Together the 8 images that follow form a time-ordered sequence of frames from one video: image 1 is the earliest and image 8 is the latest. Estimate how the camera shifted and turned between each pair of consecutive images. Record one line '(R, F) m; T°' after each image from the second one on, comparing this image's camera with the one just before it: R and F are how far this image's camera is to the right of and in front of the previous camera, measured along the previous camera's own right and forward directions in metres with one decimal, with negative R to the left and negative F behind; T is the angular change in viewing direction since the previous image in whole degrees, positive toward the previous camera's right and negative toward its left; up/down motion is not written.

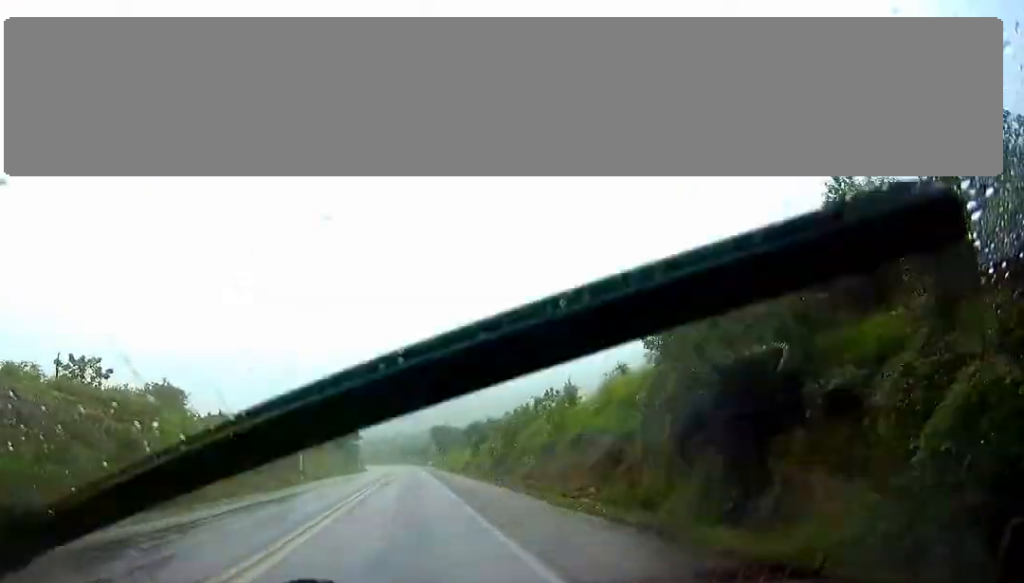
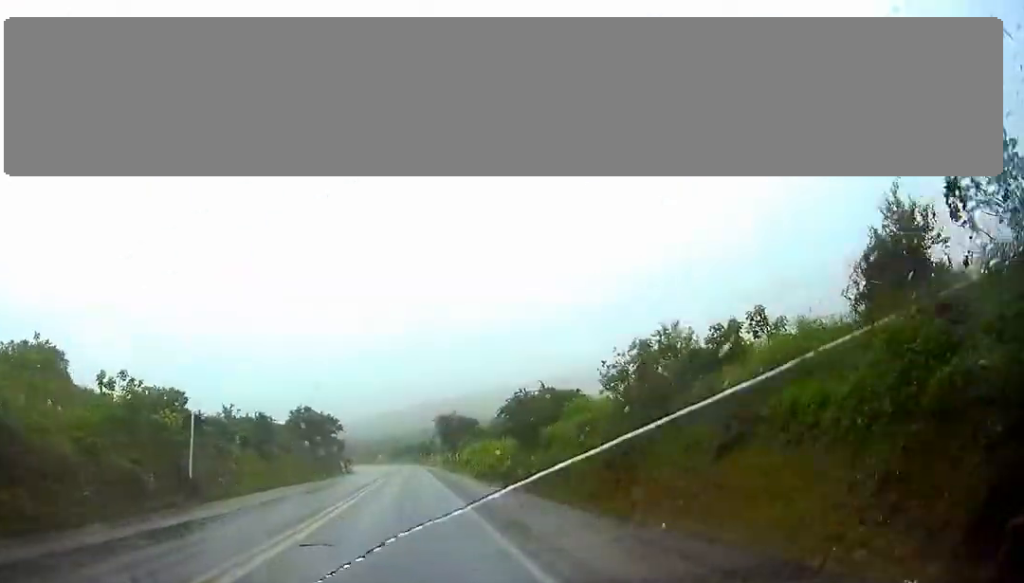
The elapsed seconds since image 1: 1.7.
(-0.2, +34.4) m; -1°
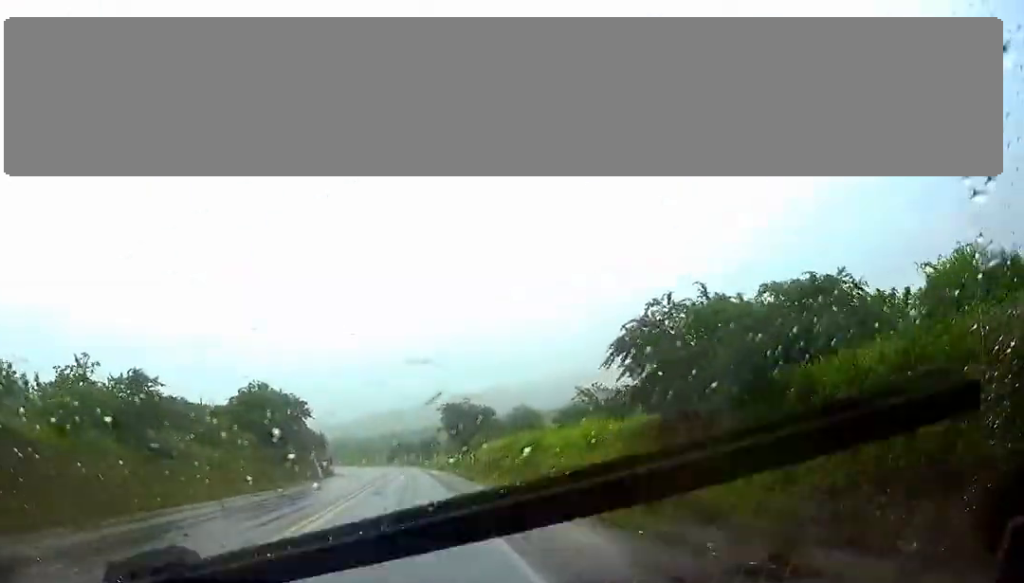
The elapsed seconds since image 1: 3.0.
(+0.2, +27.2) m; 0°
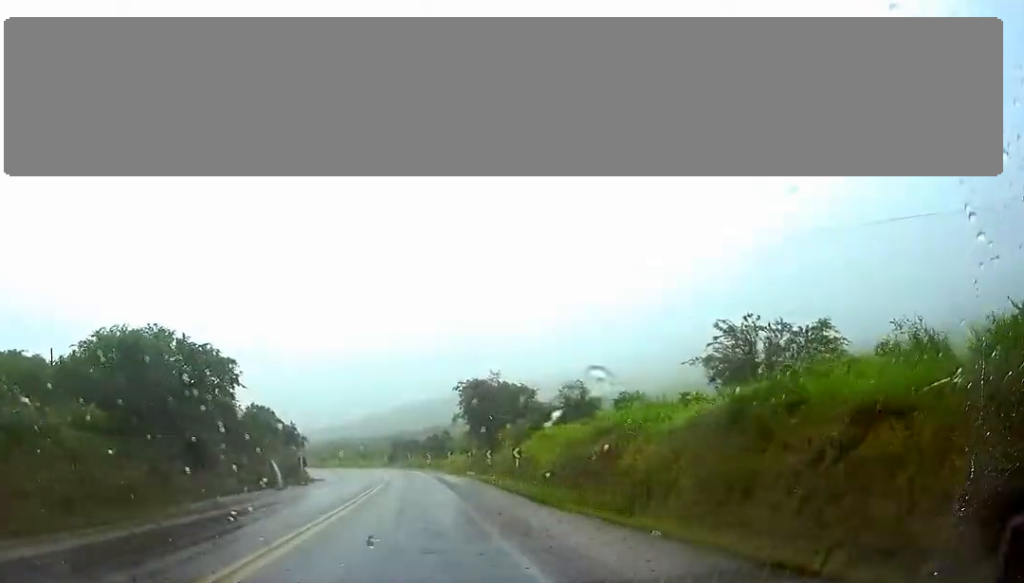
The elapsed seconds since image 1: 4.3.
(-0.2, +27.4) m; -1°
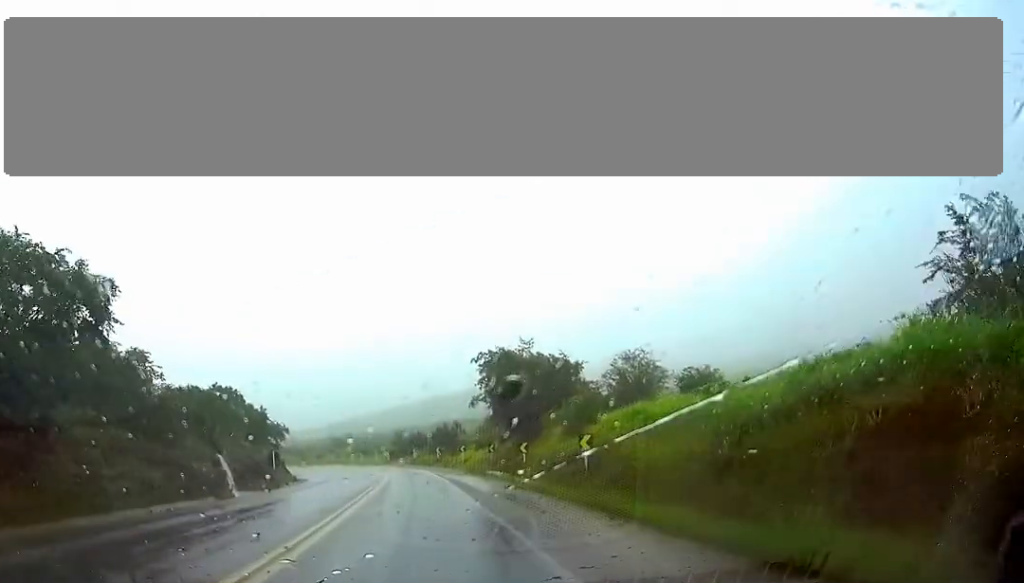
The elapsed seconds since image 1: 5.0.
(0.0, +16.4) m; 0°
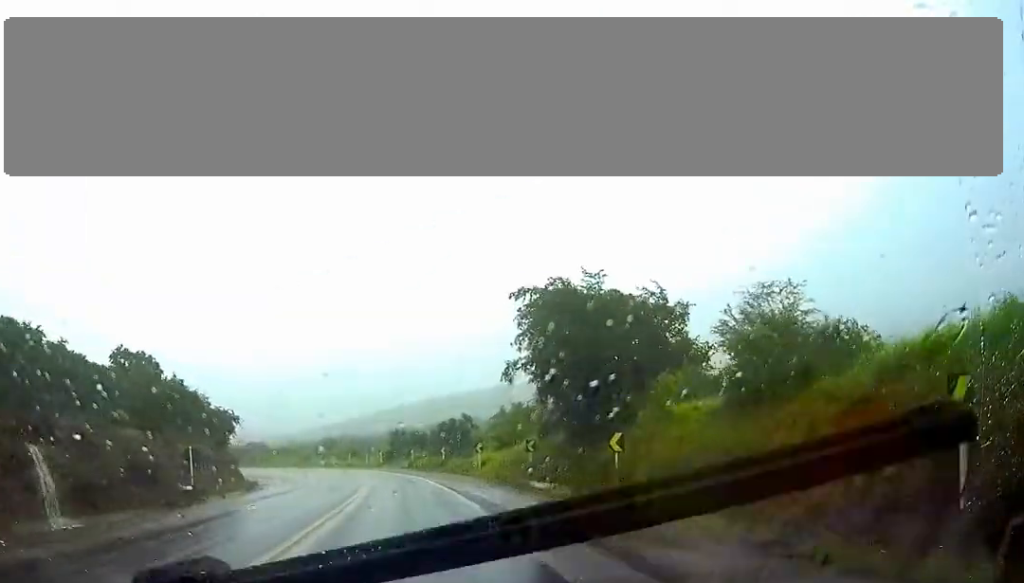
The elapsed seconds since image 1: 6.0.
(+0.1, +20.1) m; 0°
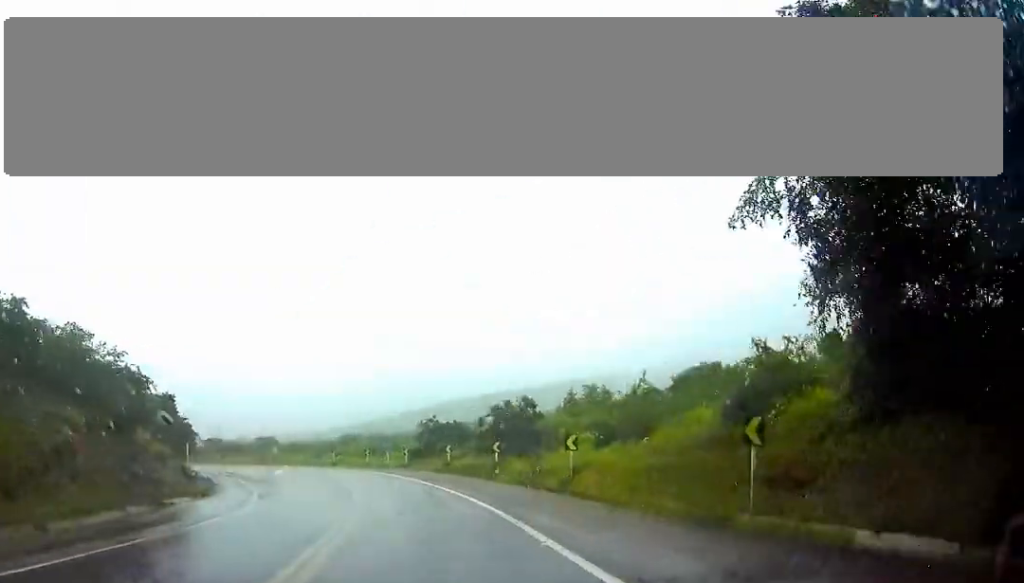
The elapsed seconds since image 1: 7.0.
(-0.4, +23.0) m; -2°
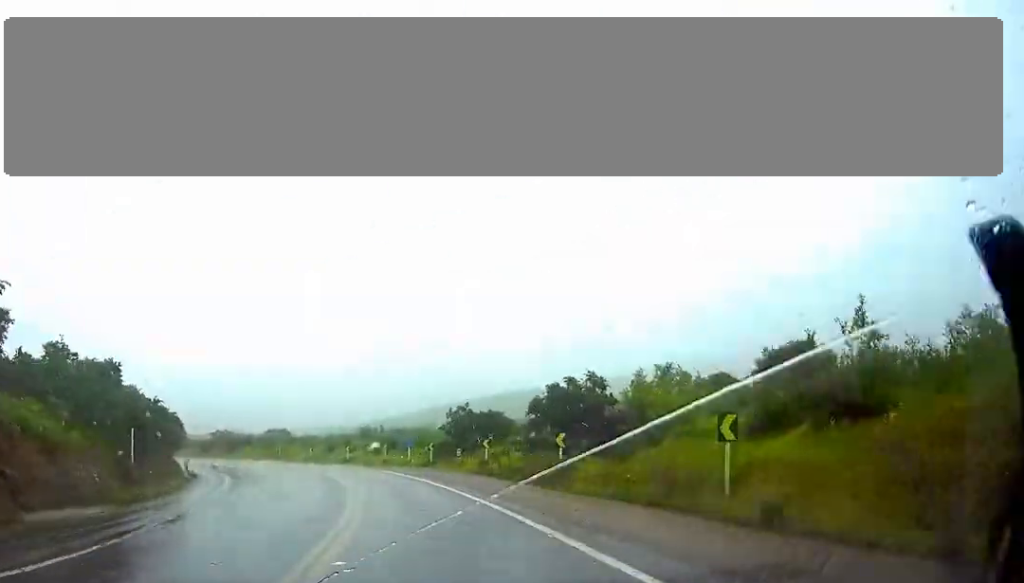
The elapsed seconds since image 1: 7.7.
(0.0, +13.6) m; -1°
